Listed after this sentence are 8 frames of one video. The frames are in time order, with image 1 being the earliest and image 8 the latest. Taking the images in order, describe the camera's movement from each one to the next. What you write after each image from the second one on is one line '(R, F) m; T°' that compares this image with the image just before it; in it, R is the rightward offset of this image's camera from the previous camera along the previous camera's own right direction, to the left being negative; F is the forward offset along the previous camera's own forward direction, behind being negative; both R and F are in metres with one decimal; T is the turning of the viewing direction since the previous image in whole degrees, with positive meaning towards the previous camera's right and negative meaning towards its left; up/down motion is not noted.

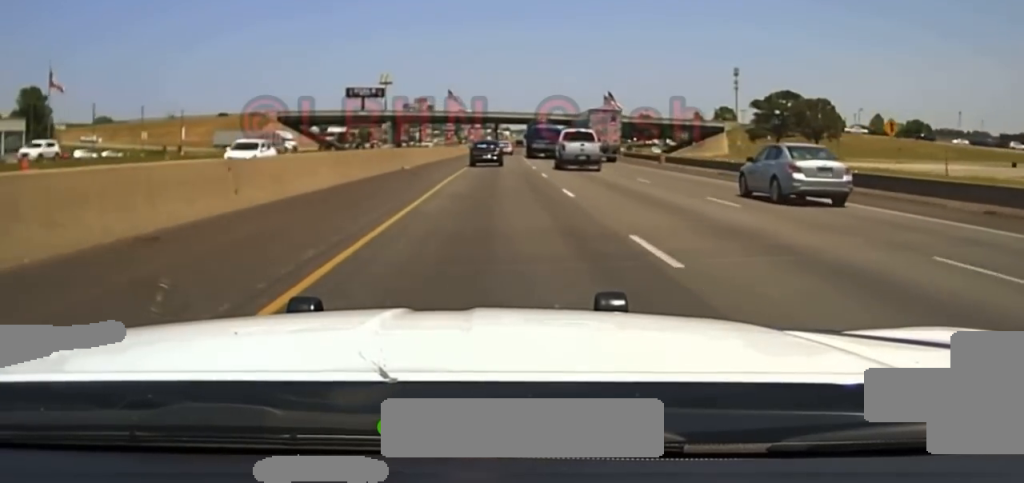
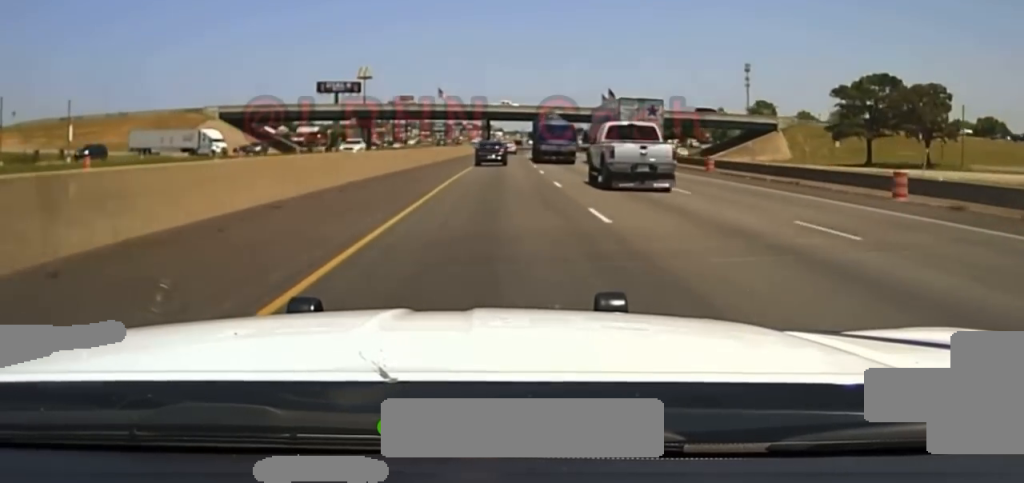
(+0.3, +38.8) m; +1°
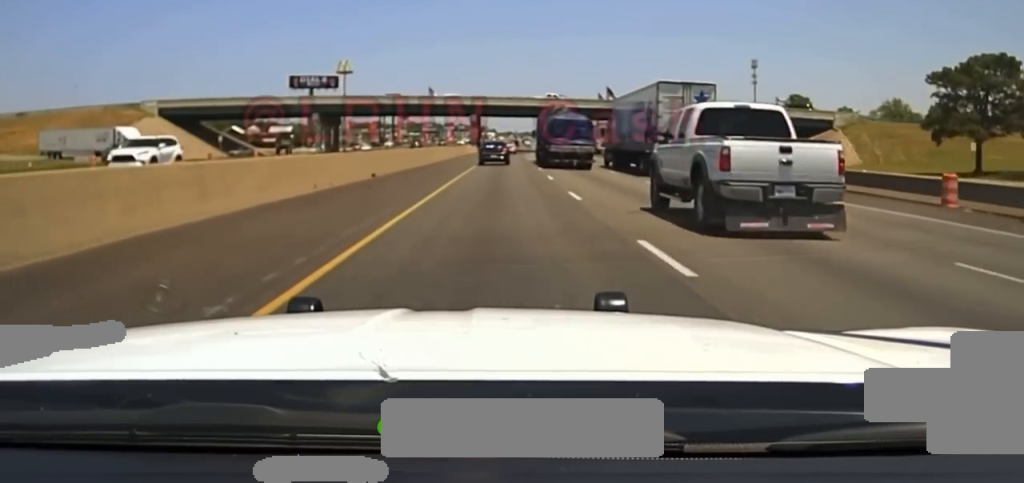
(+0.2, +26.8) m; 0°
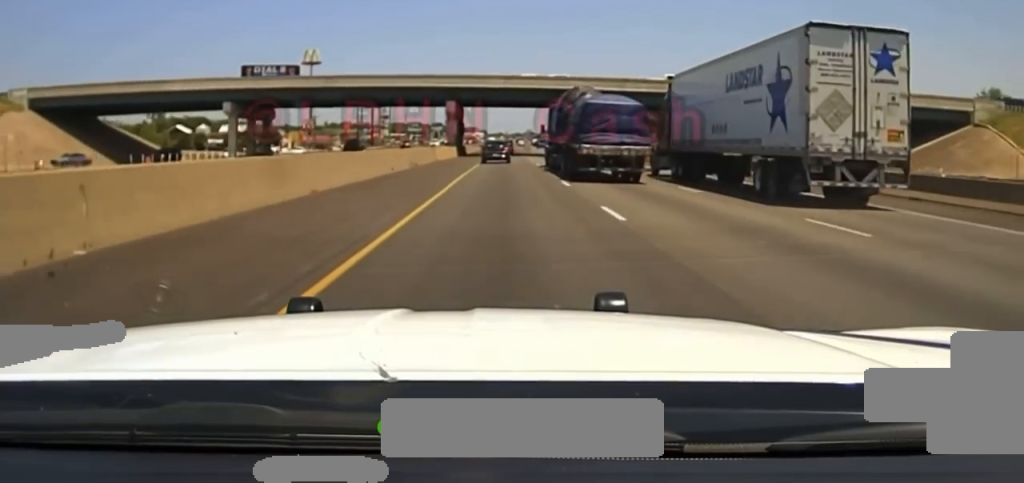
(+0.2, +38.3) m; +1°
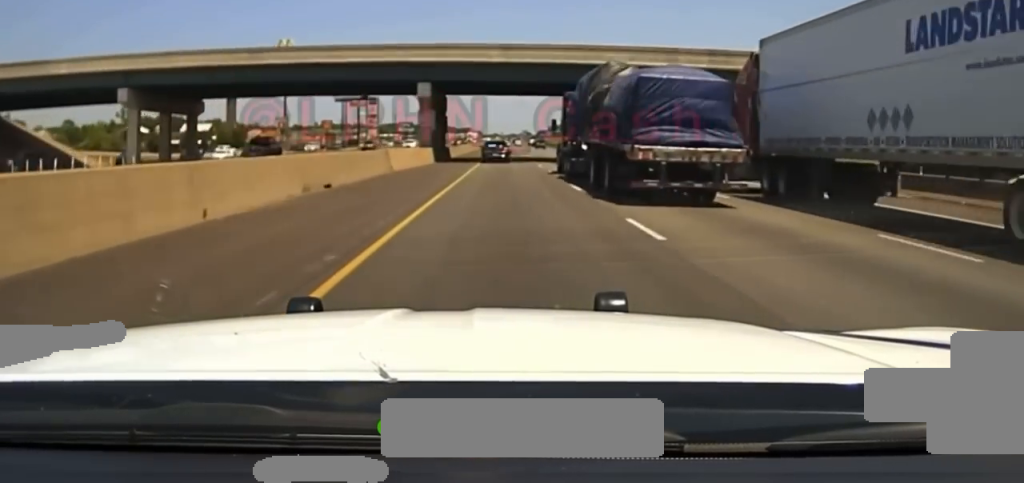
(+0.1, +26.1) m; 0°
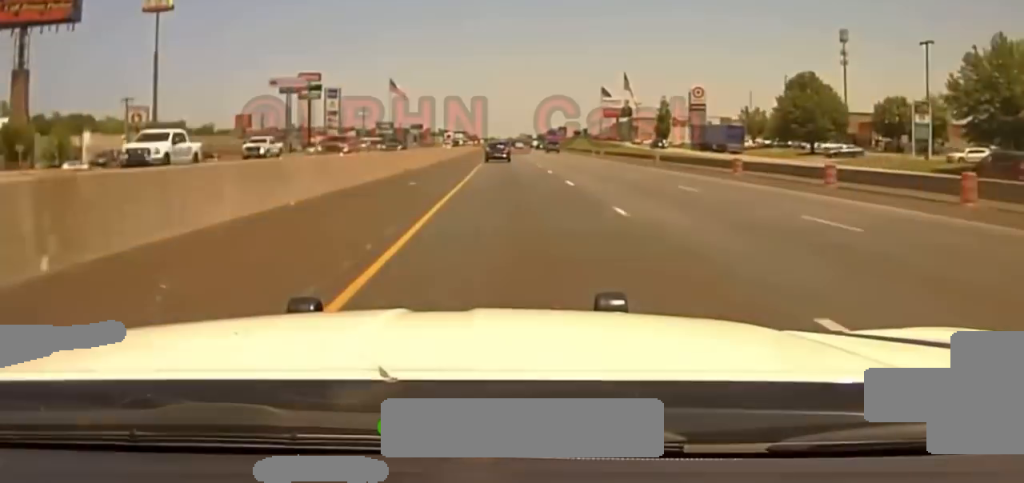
(+0.4, +95.4) m; 0°
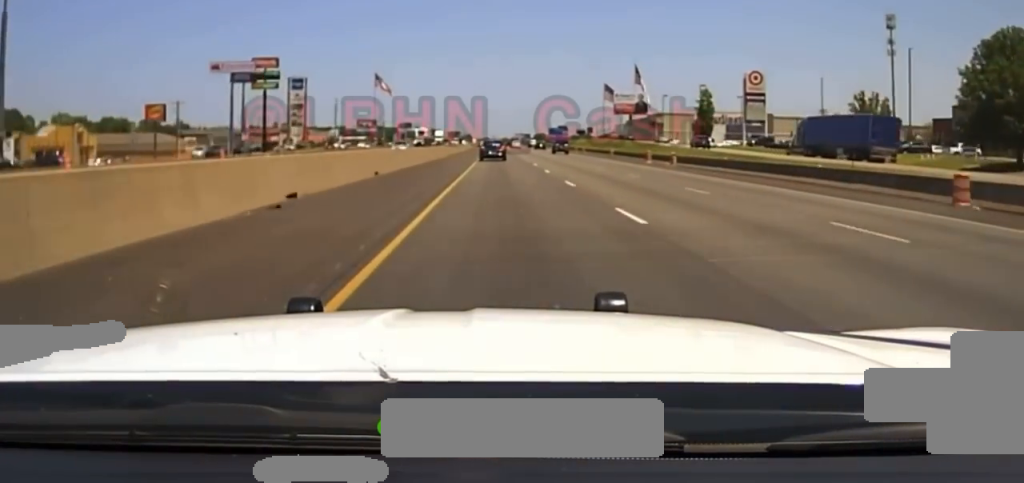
(+0.1, +56.1) m; 0°
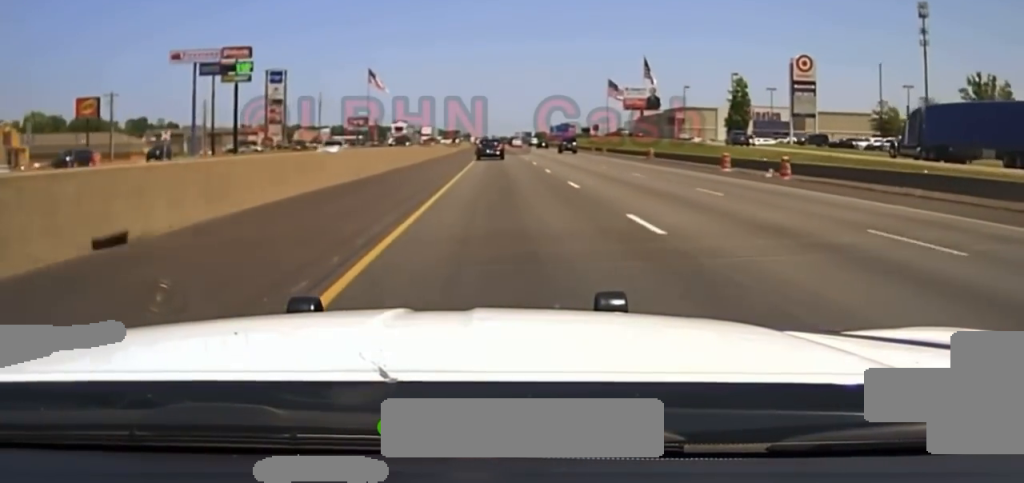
(0.0, +29.6) m; 0°
